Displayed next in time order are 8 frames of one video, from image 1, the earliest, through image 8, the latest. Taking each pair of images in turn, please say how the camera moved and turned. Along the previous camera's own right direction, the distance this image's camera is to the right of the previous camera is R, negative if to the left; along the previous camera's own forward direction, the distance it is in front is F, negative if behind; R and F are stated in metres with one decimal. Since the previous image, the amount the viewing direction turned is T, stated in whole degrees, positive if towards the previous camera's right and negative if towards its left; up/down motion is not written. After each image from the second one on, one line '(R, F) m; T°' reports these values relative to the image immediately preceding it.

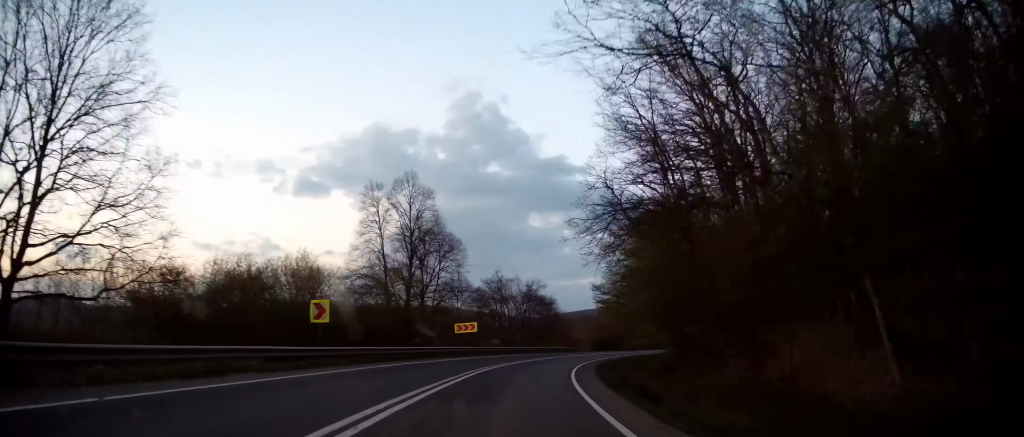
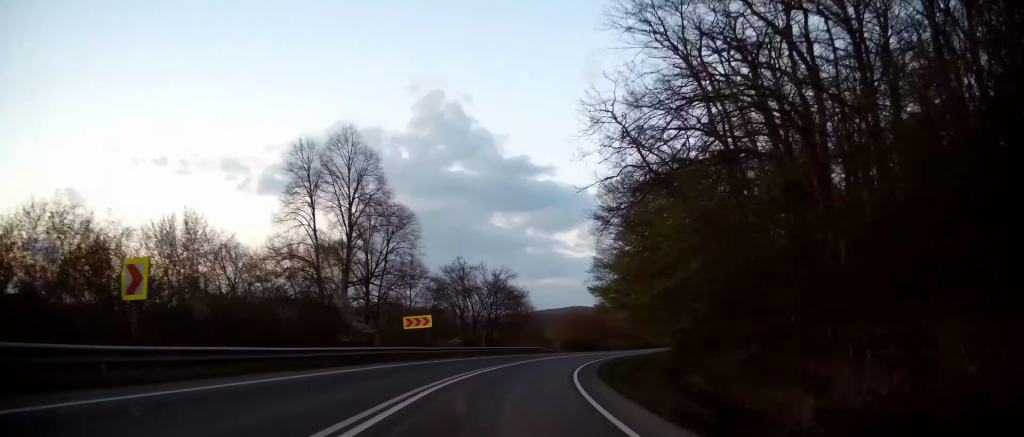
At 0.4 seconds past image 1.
(+0.1, +10.2) m; +4°
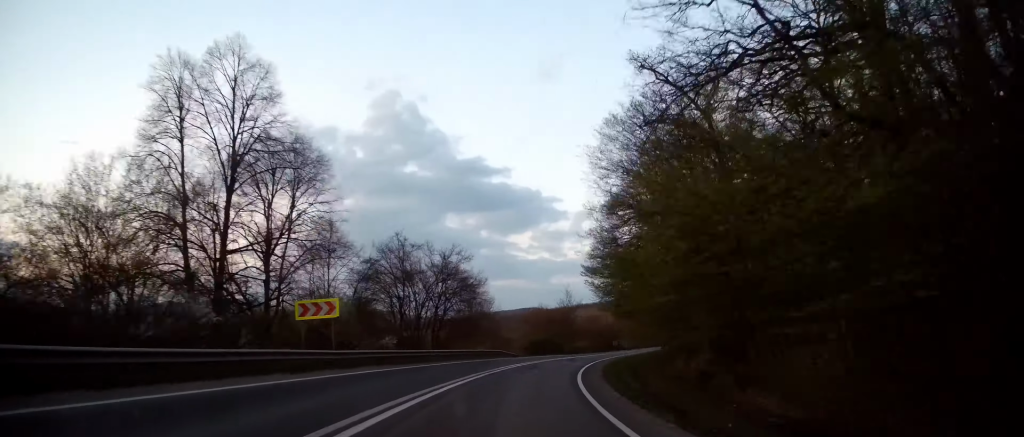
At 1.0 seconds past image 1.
(+0.7, +12.3) m; +5°
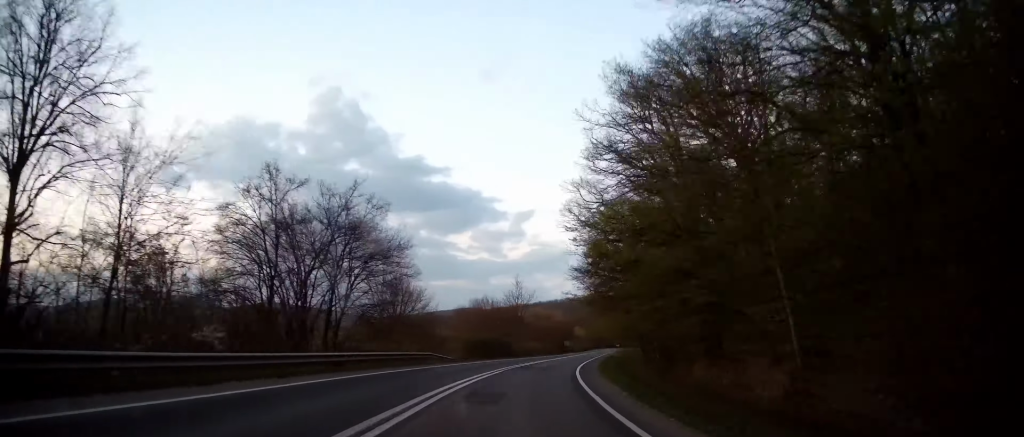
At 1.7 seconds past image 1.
(+0.9, +16.0) m; +6°
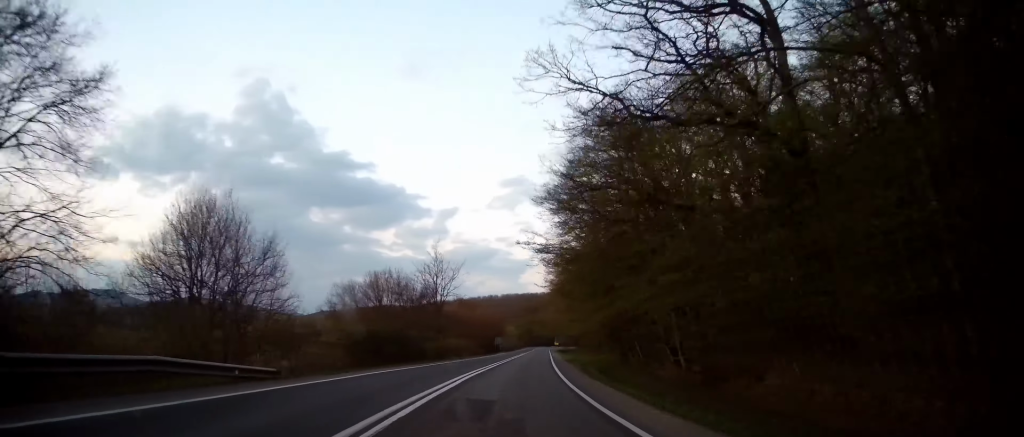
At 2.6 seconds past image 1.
(+1.1, +22.1) m; +8°
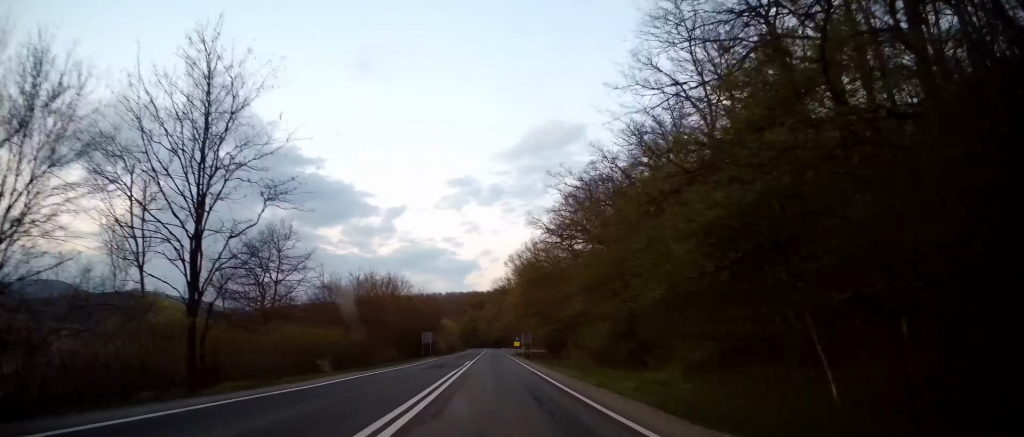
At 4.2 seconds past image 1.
(+4.6, +37.3) m; +10°
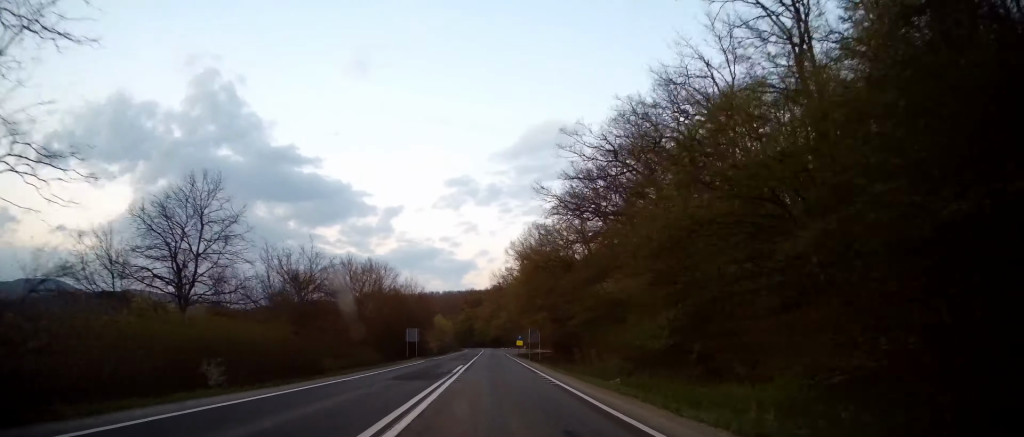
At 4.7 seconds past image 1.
(+0.1, +10.3) m; +1°
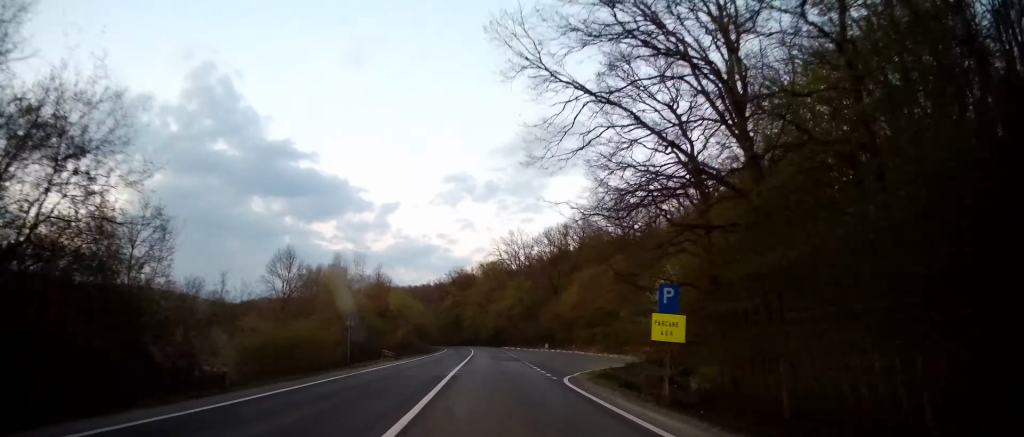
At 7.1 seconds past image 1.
(+0.4, +60.1) m; +1°
